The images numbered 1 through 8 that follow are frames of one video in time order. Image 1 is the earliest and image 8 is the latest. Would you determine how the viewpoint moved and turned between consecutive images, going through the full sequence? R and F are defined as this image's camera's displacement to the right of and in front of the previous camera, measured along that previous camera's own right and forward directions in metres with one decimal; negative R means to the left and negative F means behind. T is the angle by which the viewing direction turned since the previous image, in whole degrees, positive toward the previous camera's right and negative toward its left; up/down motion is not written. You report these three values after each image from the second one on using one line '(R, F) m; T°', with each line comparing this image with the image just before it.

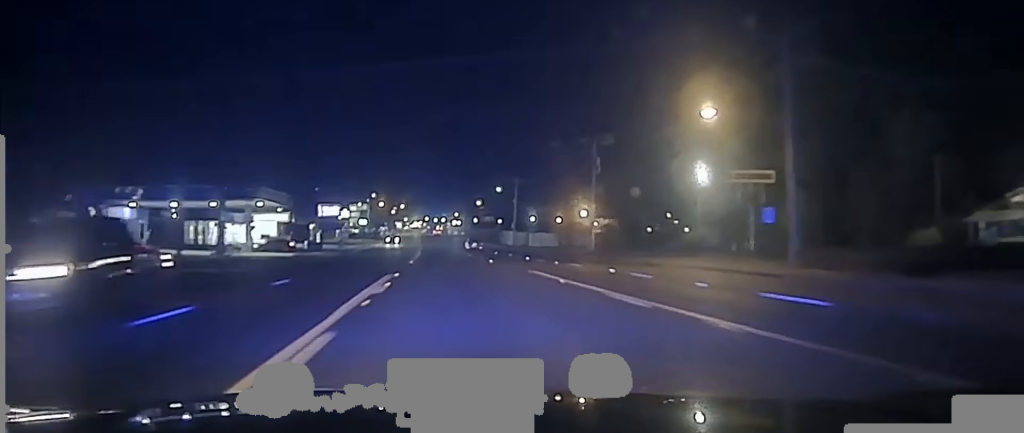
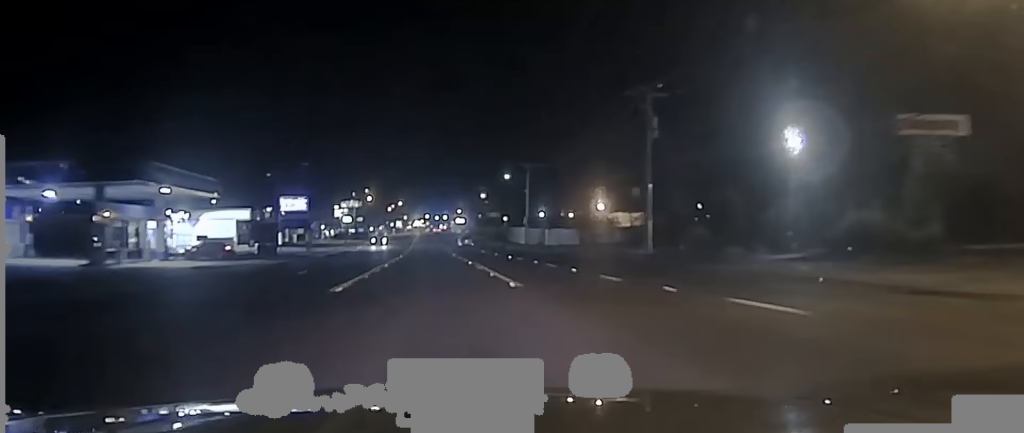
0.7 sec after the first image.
(+0.6, +22.3) m; +1°
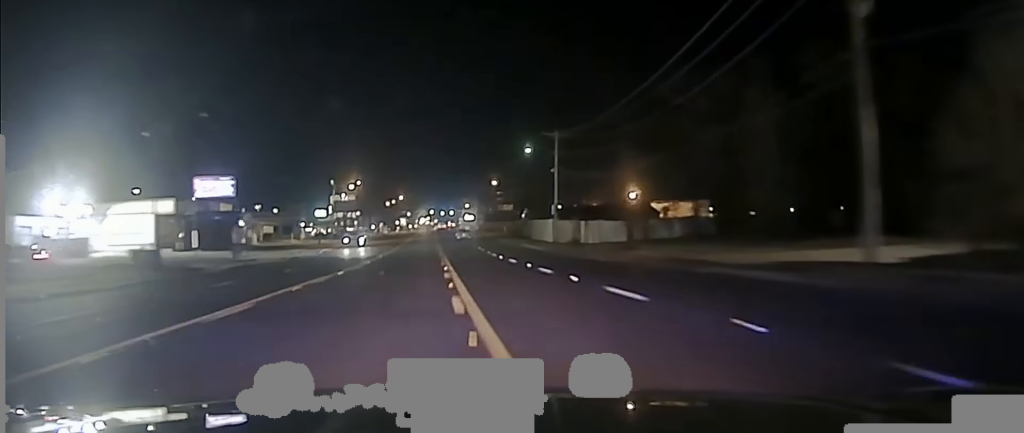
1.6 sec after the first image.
(-0.1, +30.7) m; -1°
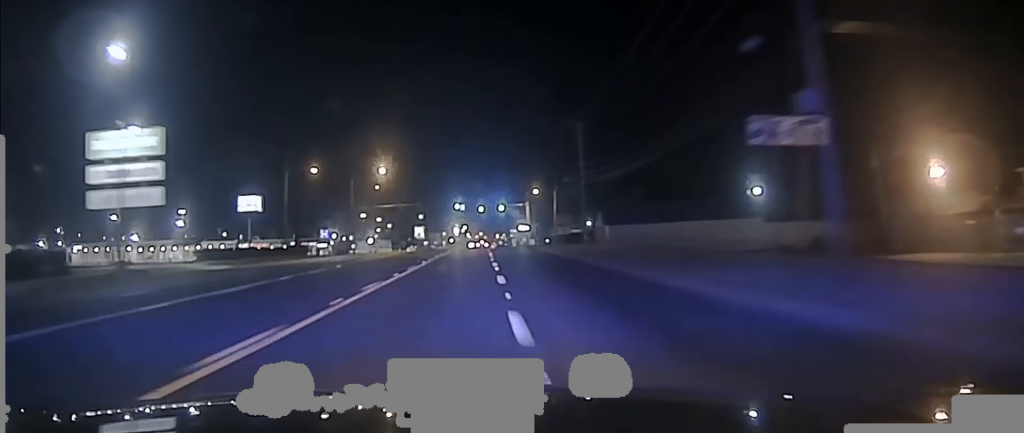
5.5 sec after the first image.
(-6.7, +180.8) m; -3°
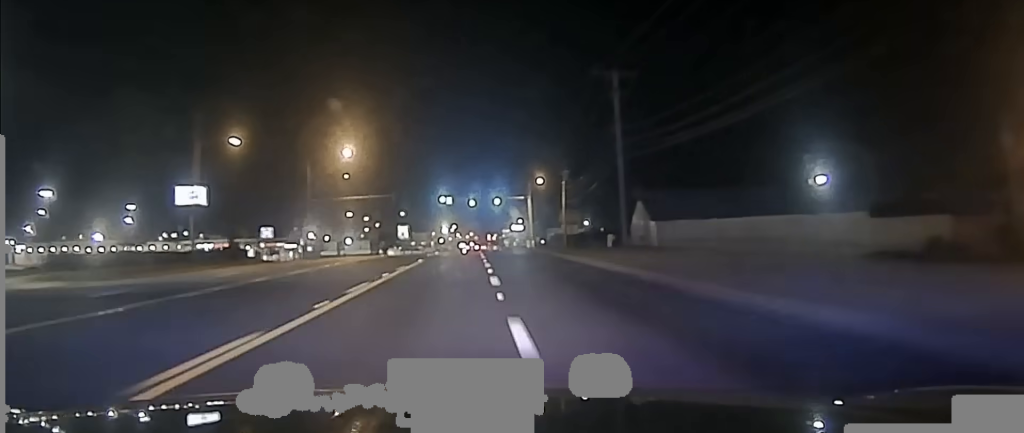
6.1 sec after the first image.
(0.0, +25.7) m; 0°
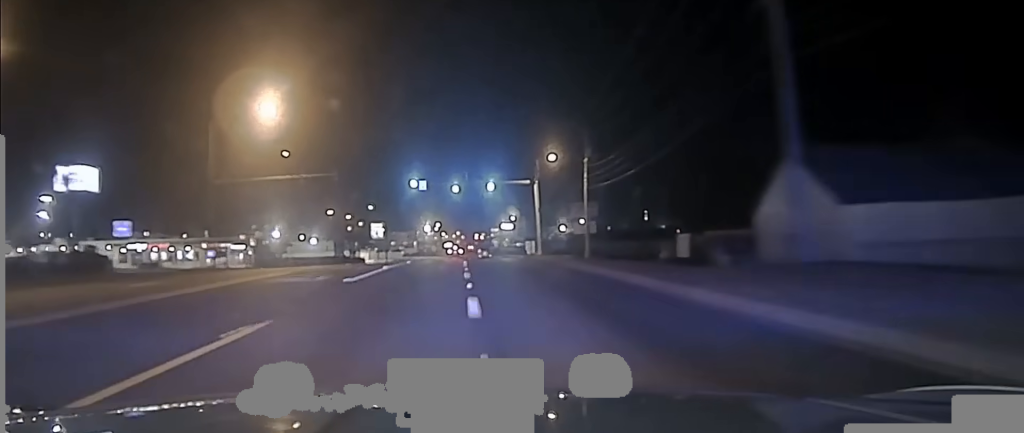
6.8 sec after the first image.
(0.0, +30.7) m; 0°
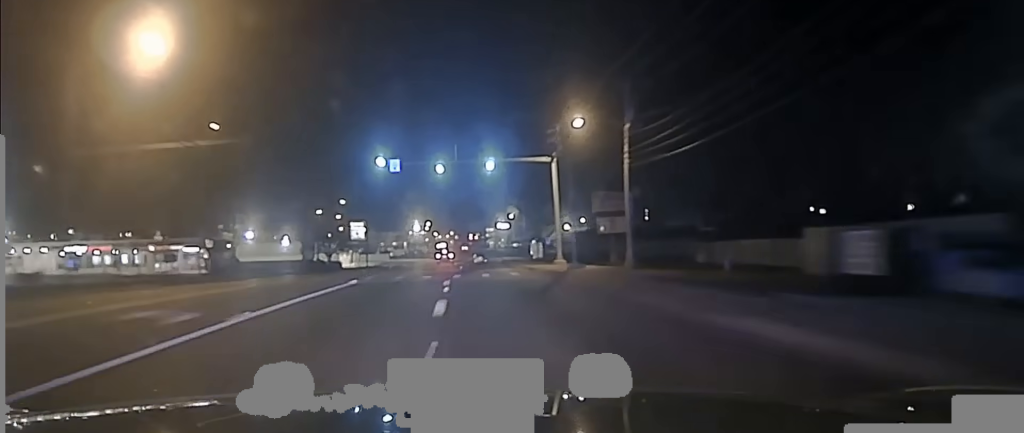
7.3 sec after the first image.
(+0.1, +20.7) m; 0°
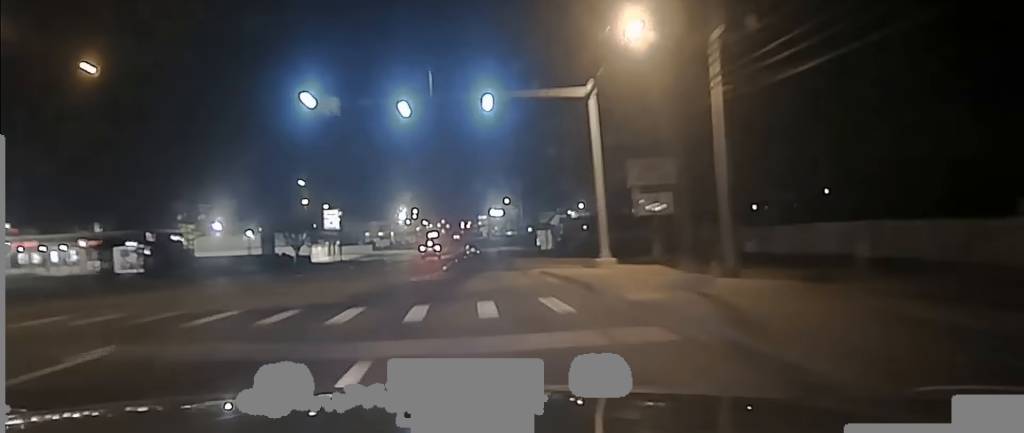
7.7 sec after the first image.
(0.0, +19.3) m; 0°
